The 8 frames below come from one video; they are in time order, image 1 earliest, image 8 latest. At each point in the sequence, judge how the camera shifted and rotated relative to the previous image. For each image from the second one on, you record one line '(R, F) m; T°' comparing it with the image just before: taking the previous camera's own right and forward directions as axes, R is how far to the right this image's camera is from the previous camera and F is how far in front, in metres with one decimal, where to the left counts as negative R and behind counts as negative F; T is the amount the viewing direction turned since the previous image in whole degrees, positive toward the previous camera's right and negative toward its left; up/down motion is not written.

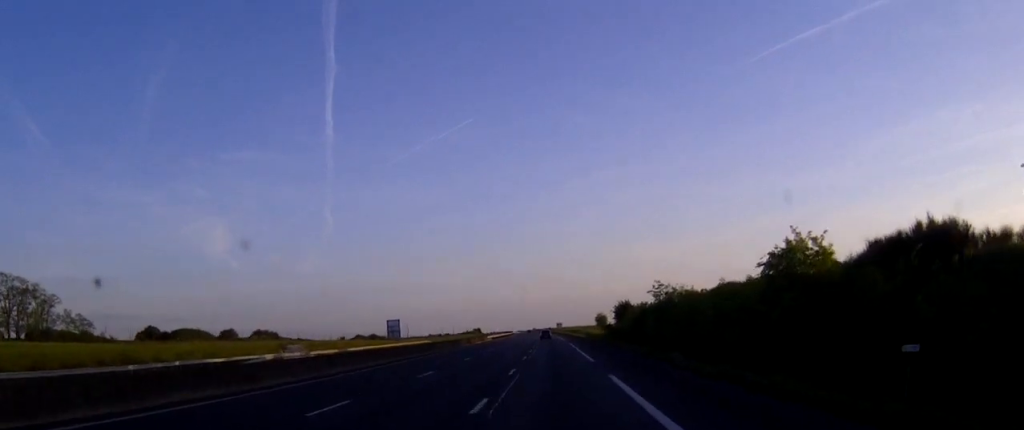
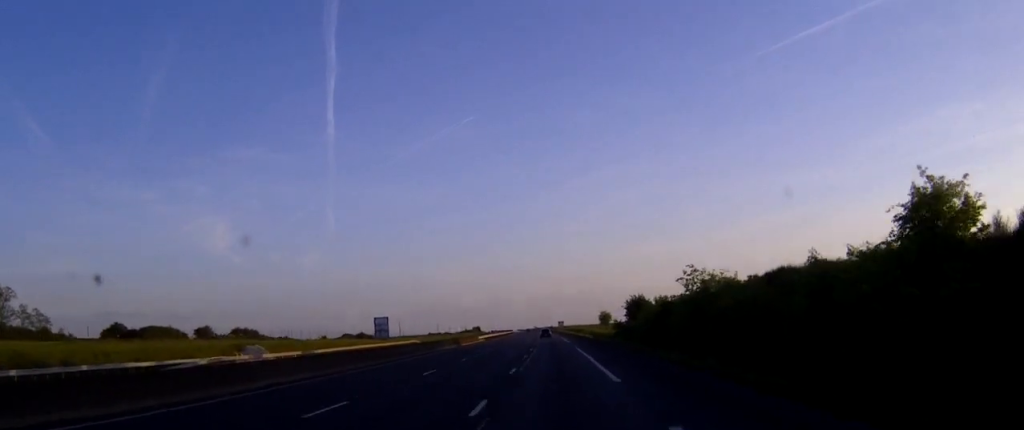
(0.0, +13.5) m; 0°
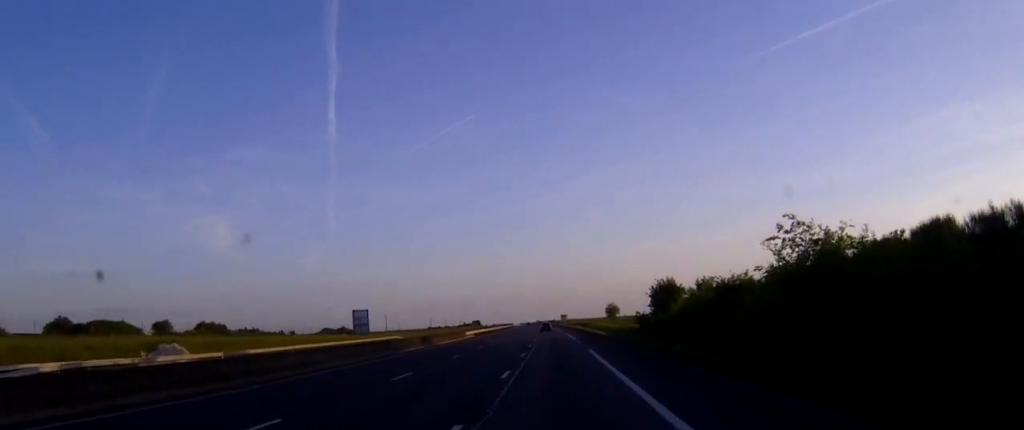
(0.0, +19.4) m; 0°
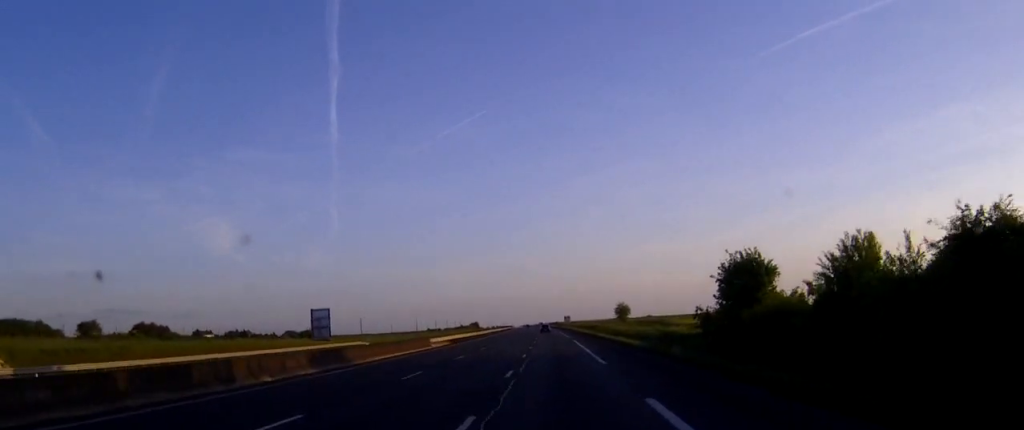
(-0.1, +26.1) m; 0°
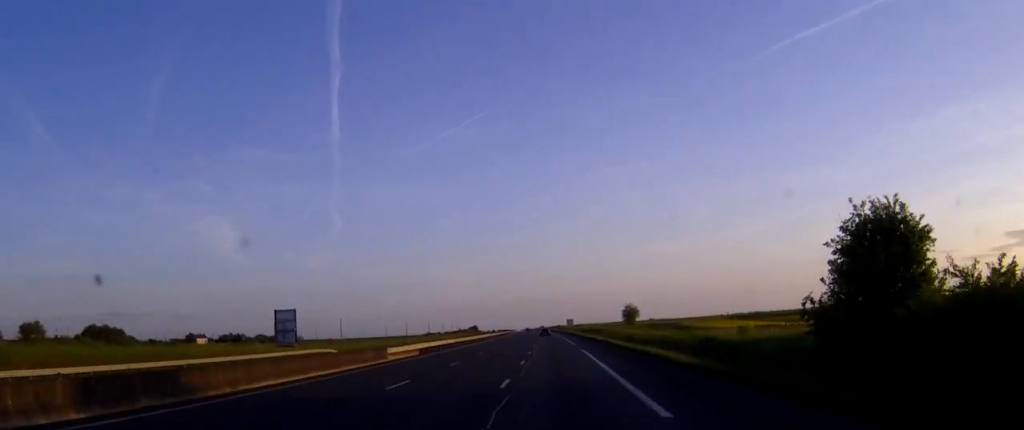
(0.0, +16.4) m; 0°
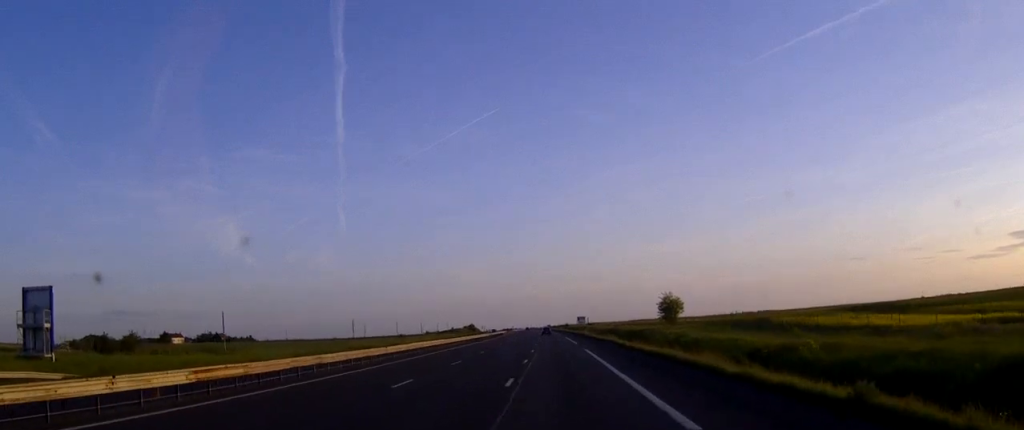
(-0.2, +55.0) m; 0°
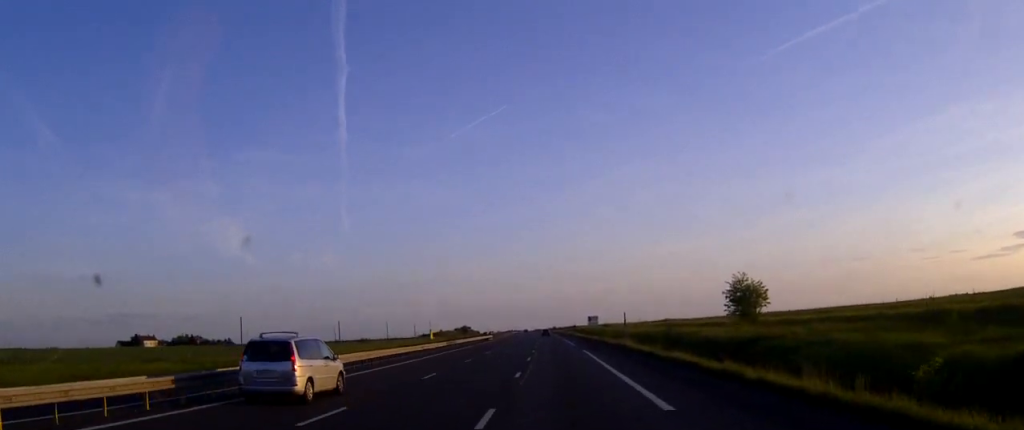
(-0.2, +49.9) m; -1°
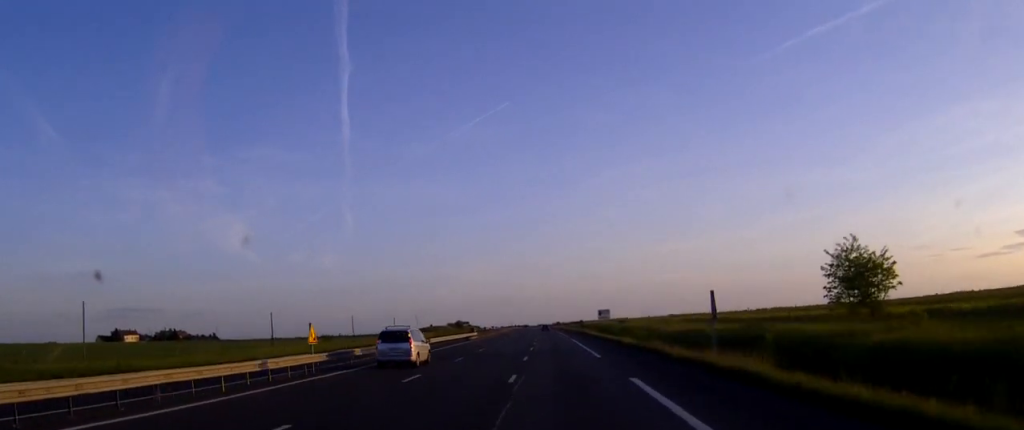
(-0.1, +31.6) m; 0°
